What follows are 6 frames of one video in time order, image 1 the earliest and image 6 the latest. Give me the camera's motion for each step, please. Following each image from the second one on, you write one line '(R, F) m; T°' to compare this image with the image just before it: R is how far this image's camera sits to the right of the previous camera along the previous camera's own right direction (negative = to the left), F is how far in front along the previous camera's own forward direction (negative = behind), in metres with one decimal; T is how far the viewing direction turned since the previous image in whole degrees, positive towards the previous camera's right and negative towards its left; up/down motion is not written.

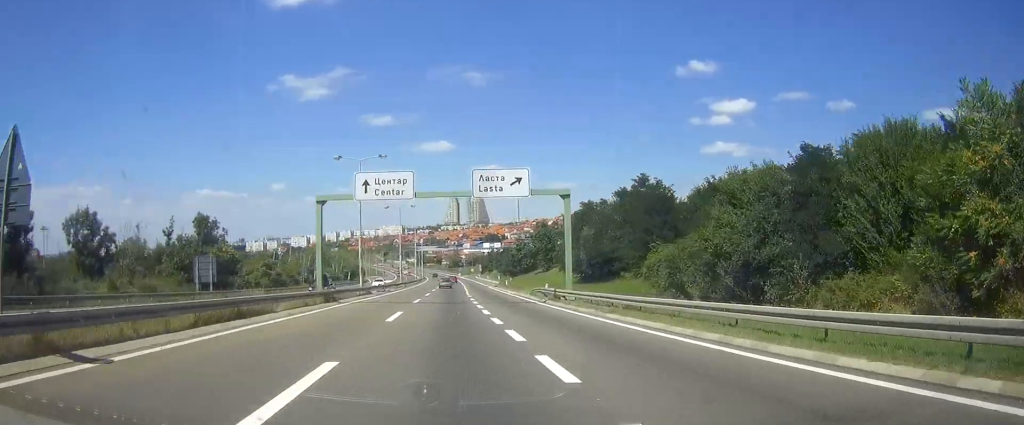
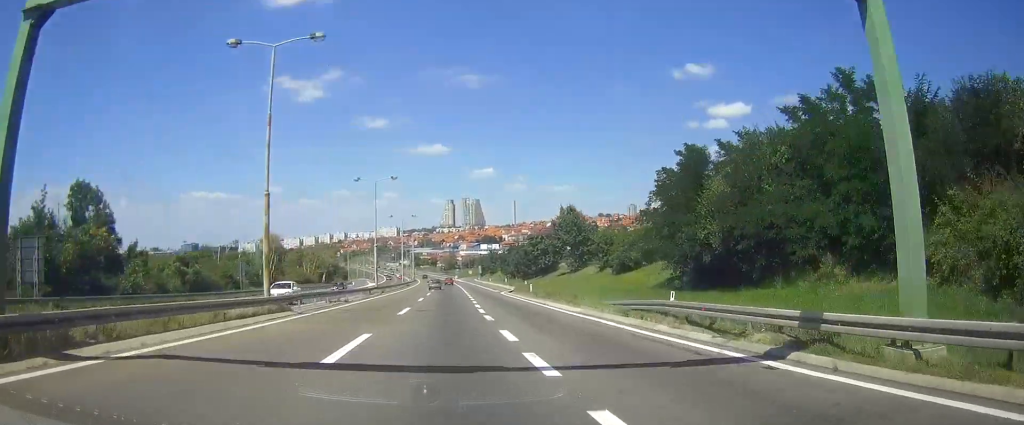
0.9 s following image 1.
(0.0, +28.9) m; 0°
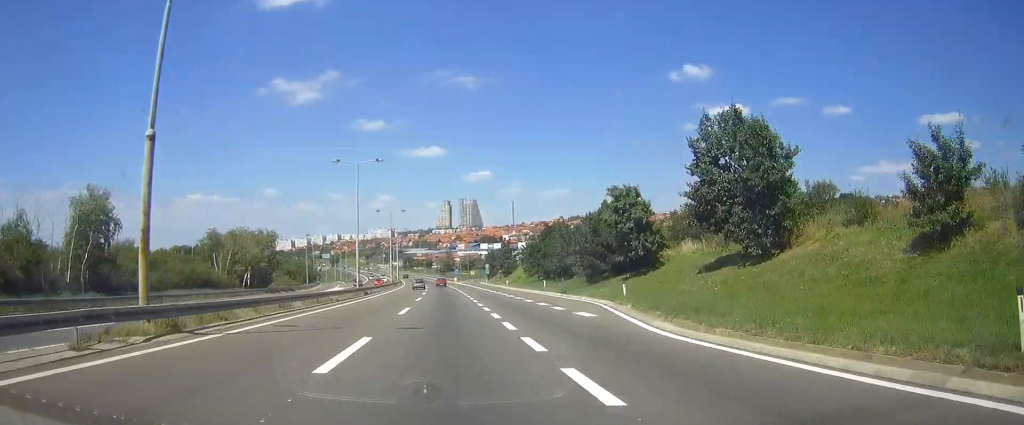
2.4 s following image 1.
(0.0, +52.3) m; 0°
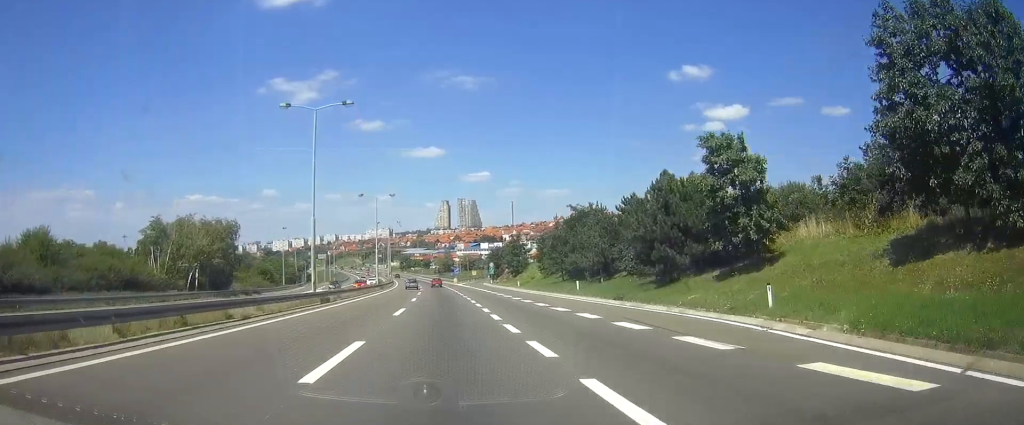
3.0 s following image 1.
(0.0, +18.9) m; 0°
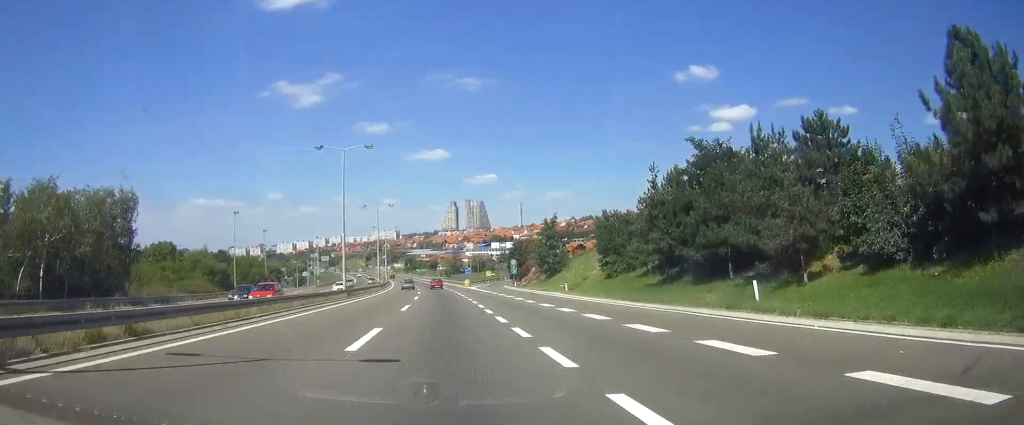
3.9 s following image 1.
(0.0, +31.3) m; +1°
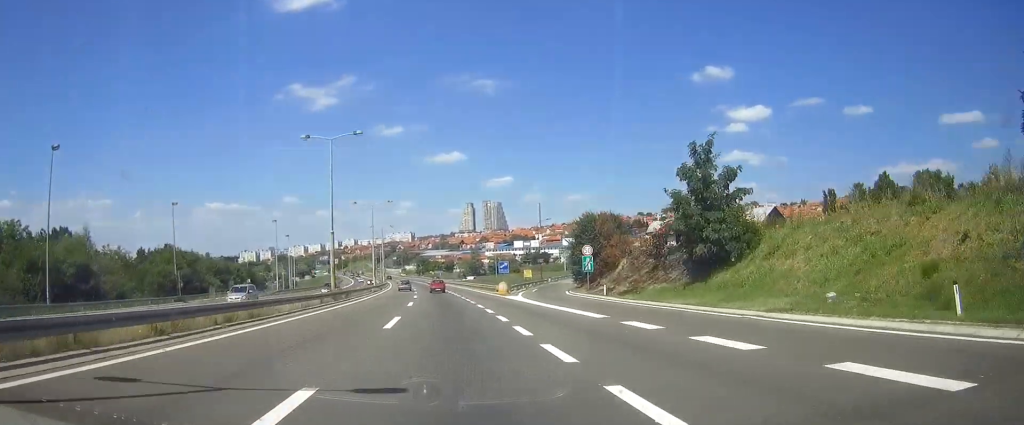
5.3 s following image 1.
(+0.8, +47.1) m; +1°
